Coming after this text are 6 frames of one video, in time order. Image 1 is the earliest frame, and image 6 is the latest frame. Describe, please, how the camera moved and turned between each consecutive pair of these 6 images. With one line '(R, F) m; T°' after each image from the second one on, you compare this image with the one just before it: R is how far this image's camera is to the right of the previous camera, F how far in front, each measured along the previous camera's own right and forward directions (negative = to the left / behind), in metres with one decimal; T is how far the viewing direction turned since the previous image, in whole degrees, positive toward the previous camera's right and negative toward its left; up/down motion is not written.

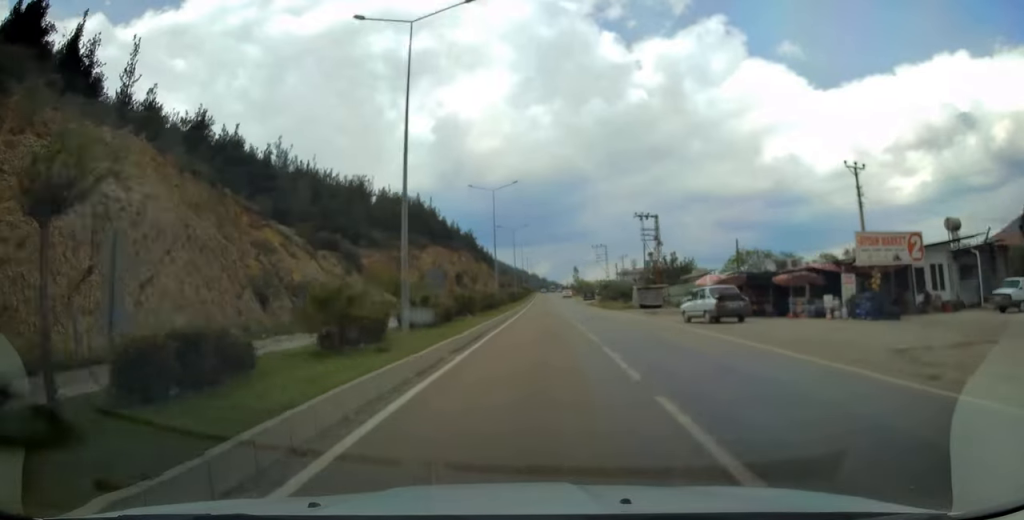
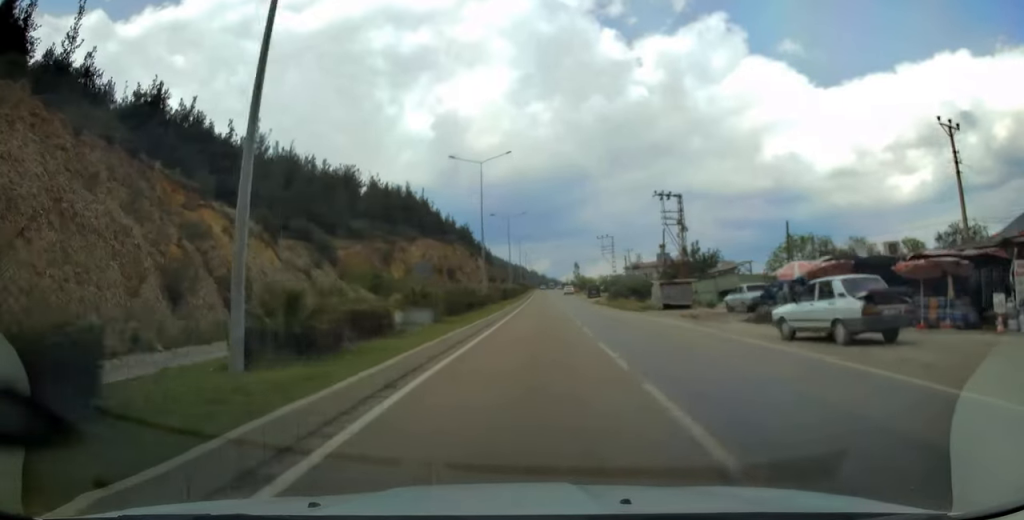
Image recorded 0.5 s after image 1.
(0.0, +11.0) m; 0°
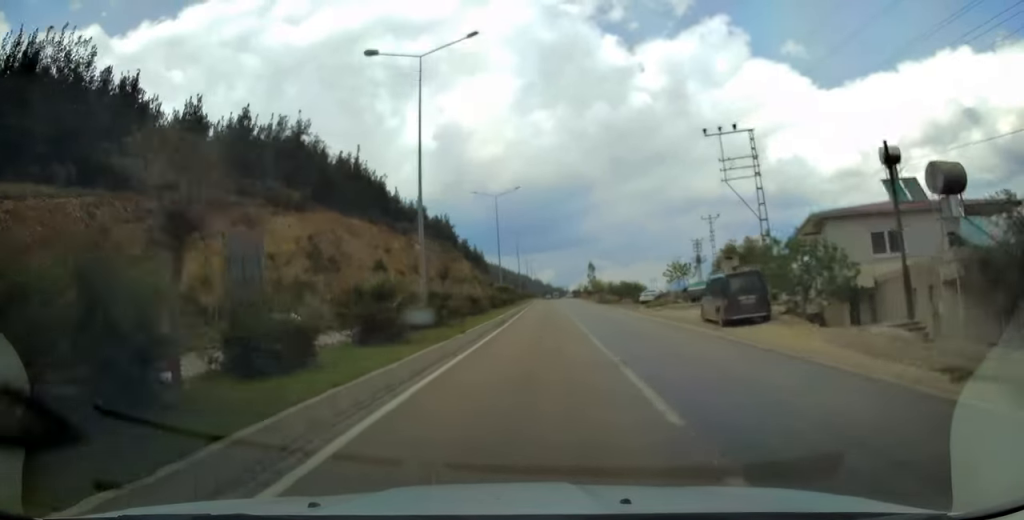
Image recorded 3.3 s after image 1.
(-0.5, +62.2) m; 0°
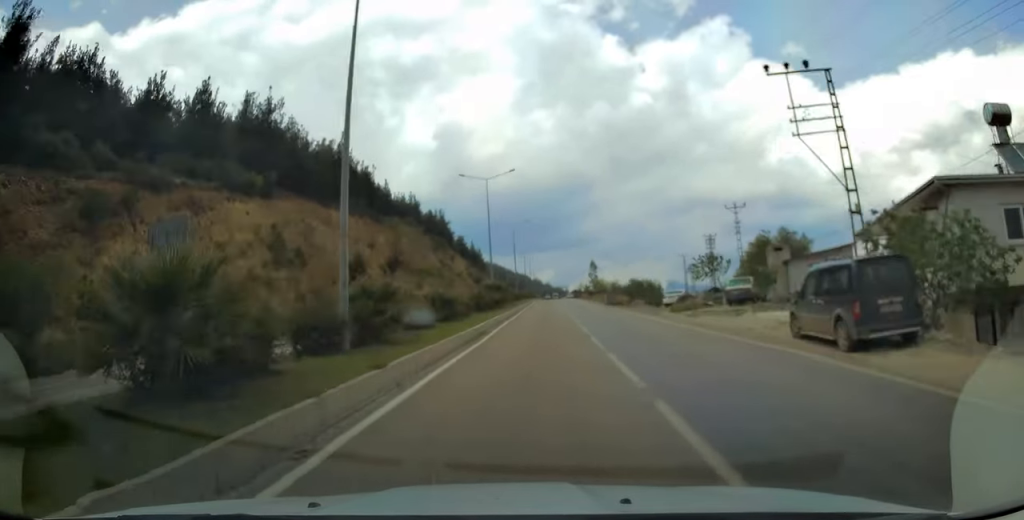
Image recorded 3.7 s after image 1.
(0.0, +9.1) m; 0°
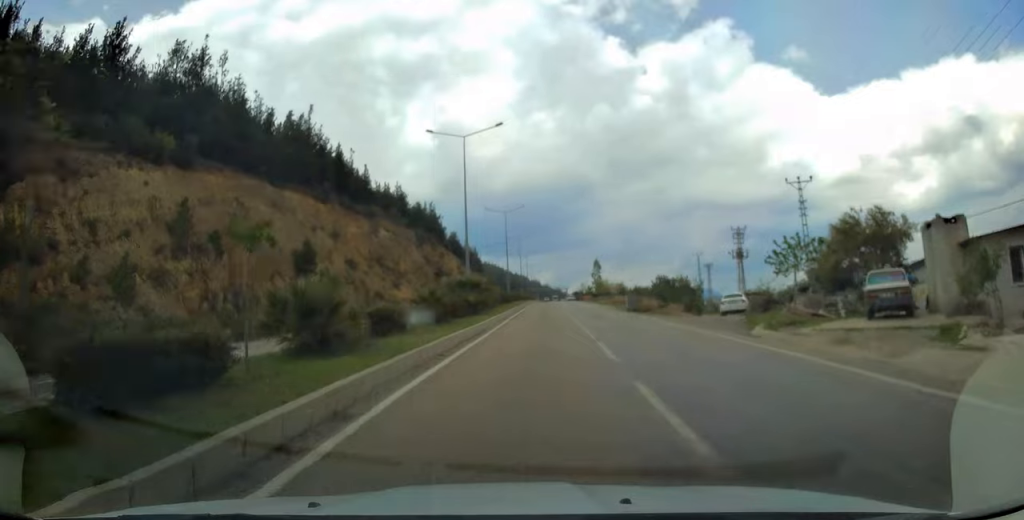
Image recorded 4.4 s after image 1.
(0.0, +15.2) m; 0°
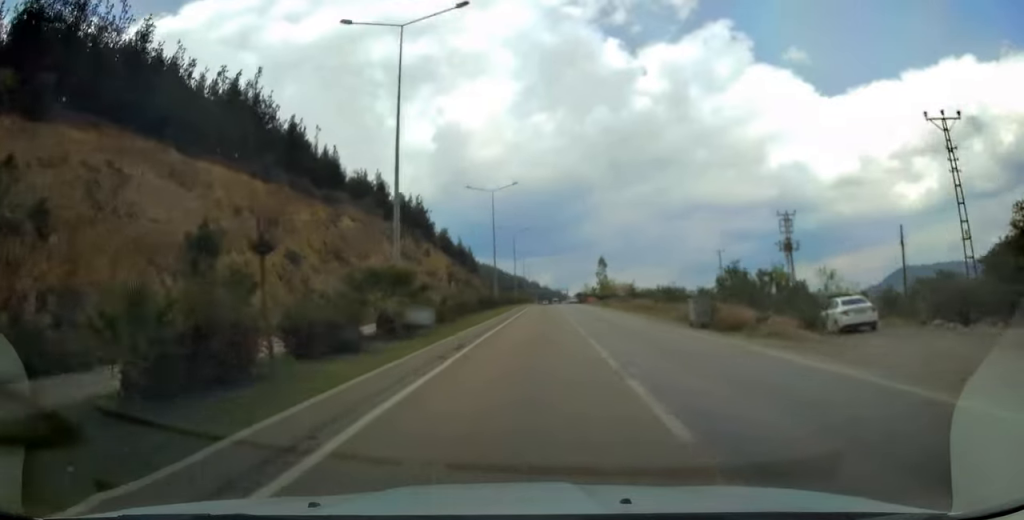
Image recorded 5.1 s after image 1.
(0.0, +17.5) m; 0°
